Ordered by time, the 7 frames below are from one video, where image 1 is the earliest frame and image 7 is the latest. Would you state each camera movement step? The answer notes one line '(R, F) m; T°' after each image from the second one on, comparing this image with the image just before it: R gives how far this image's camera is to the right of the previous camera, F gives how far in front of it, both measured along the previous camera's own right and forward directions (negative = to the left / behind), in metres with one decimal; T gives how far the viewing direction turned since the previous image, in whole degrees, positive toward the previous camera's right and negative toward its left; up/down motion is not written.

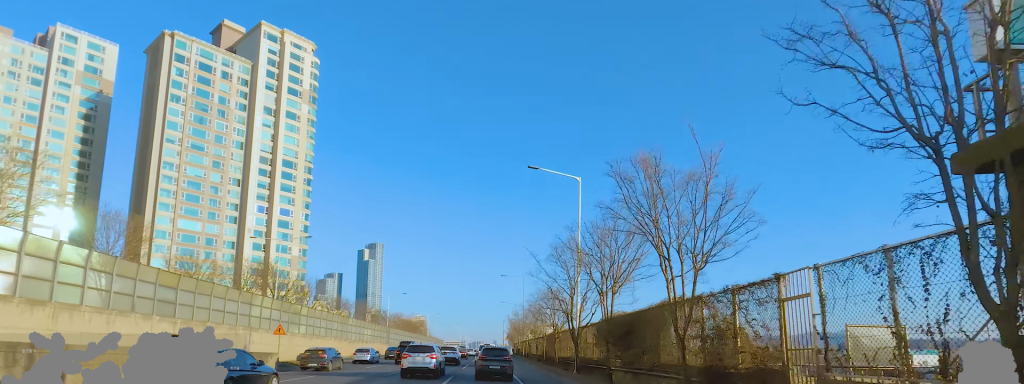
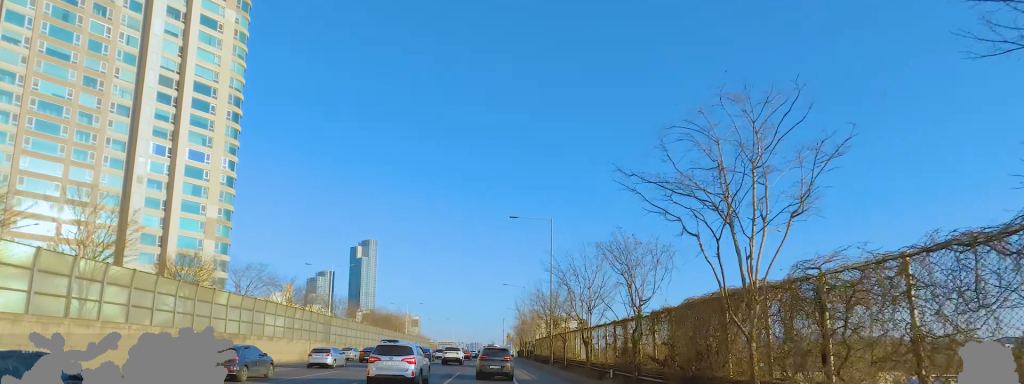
(+2.9, +35.7) m; +4°
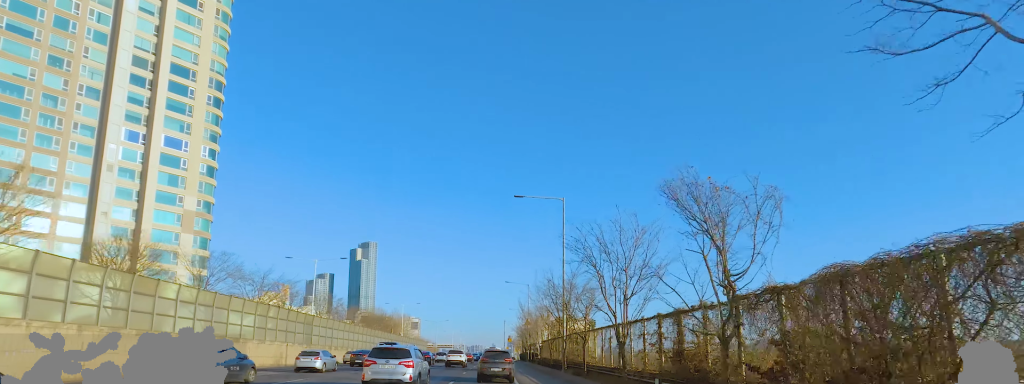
(+0.3, +6.8) m; 0°
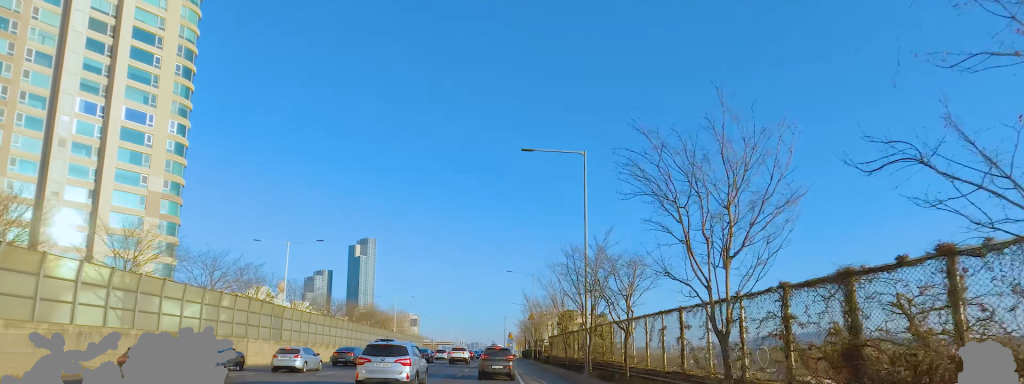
(-1.0, +8.2) m; 0°
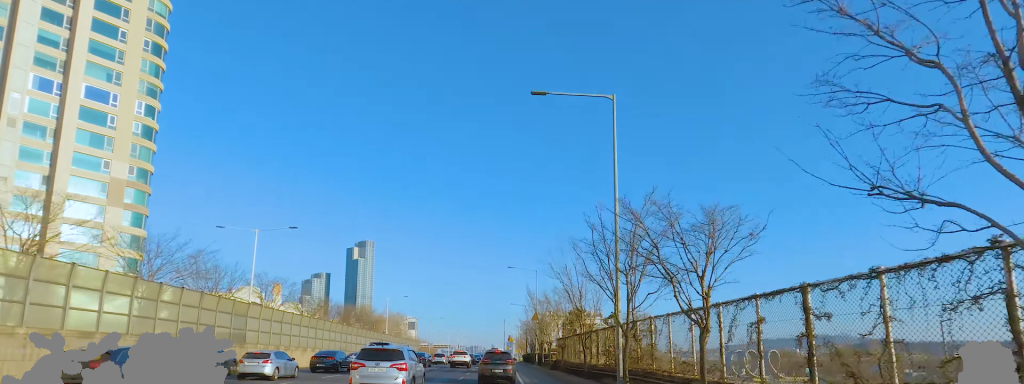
(+0.8, +6.8) m; 0°
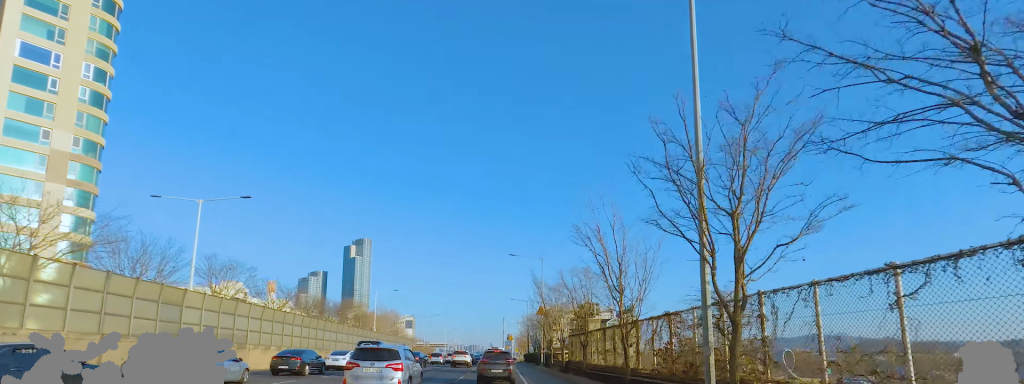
(0.0, +8.2) m; 0°
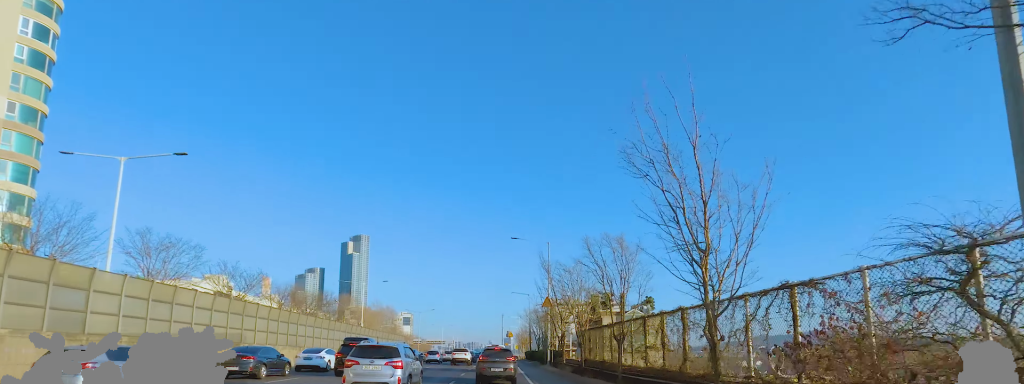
(-0.8, +7.0) m; 0°
